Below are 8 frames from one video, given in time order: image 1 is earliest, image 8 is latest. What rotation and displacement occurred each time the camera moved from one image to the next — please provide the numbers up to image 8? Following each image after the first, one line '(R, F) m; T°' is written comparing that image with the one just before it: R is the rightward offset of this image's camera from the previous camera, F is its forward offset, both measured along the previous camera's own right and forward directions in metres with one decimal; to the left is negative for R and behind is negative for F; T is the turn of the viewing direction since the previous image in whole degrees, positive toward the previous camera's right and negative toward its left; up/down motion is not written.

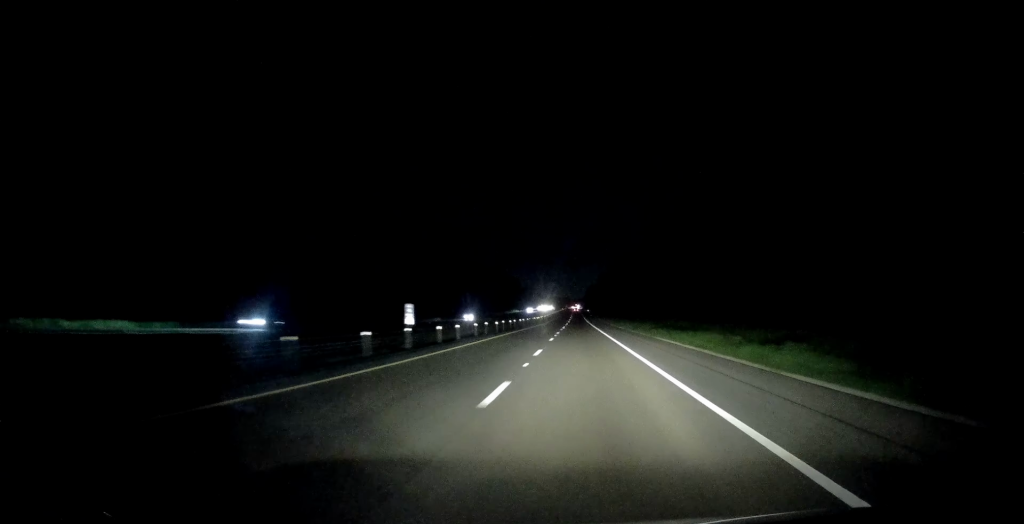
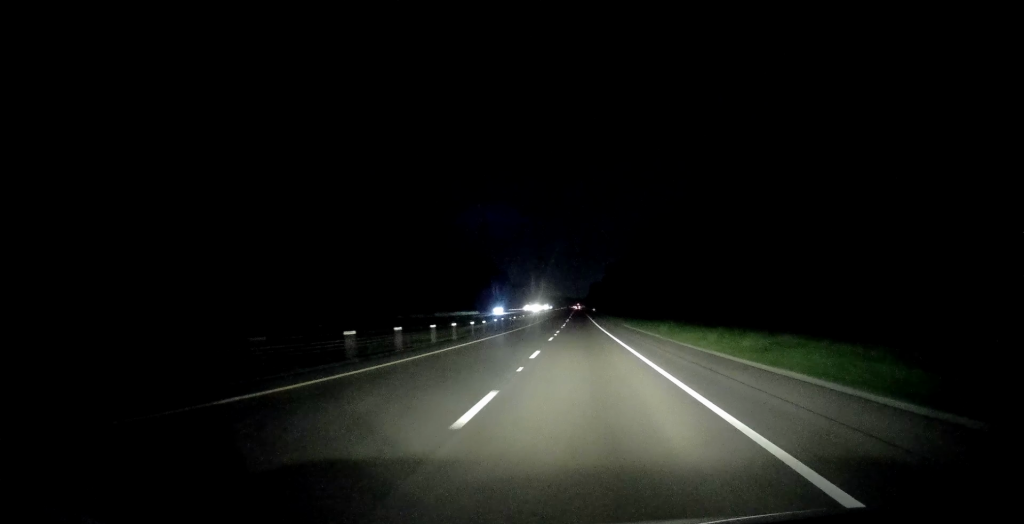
(-0.6, +74.0) m; 0°
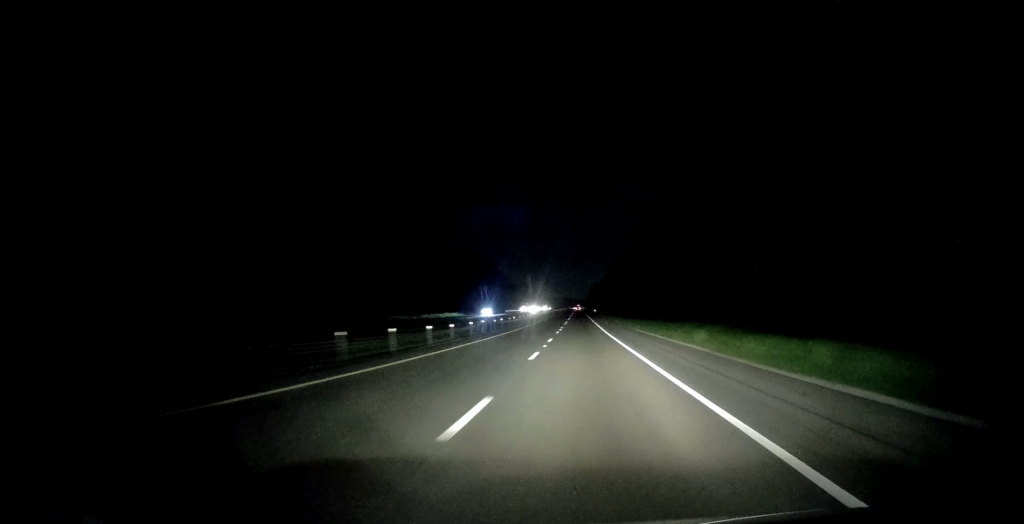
(+0.1, +12.9) m; 0°
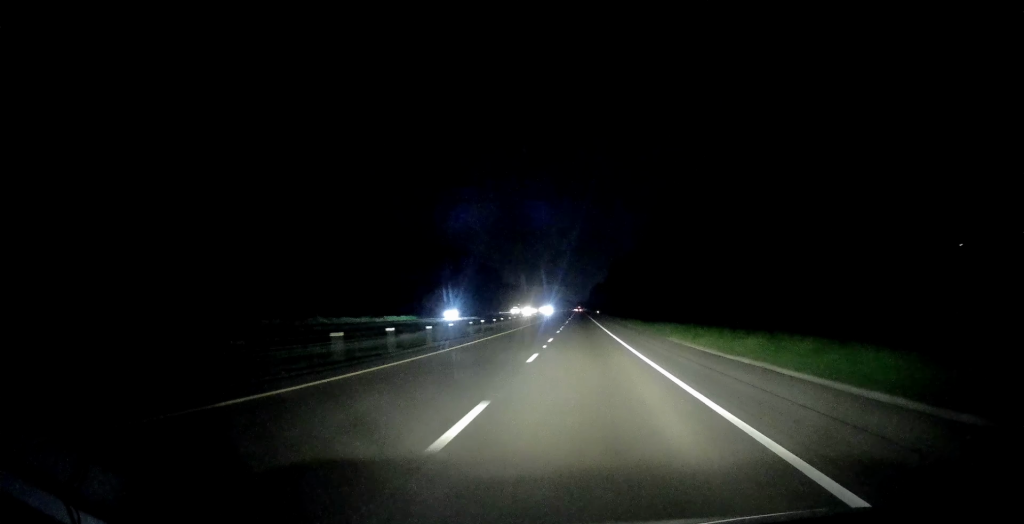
(+0.5, +24.8) m; 0°
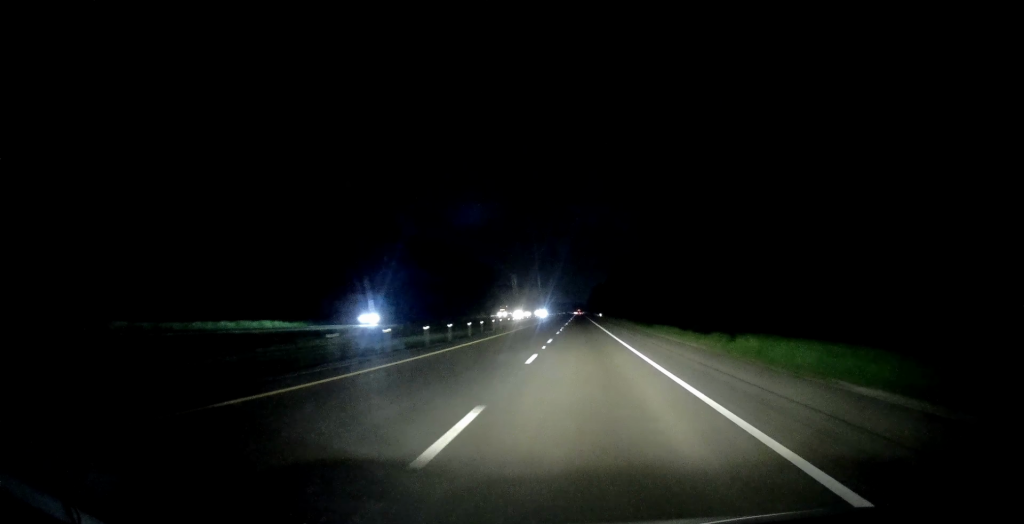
(-0.5, +24.8) m; 0°
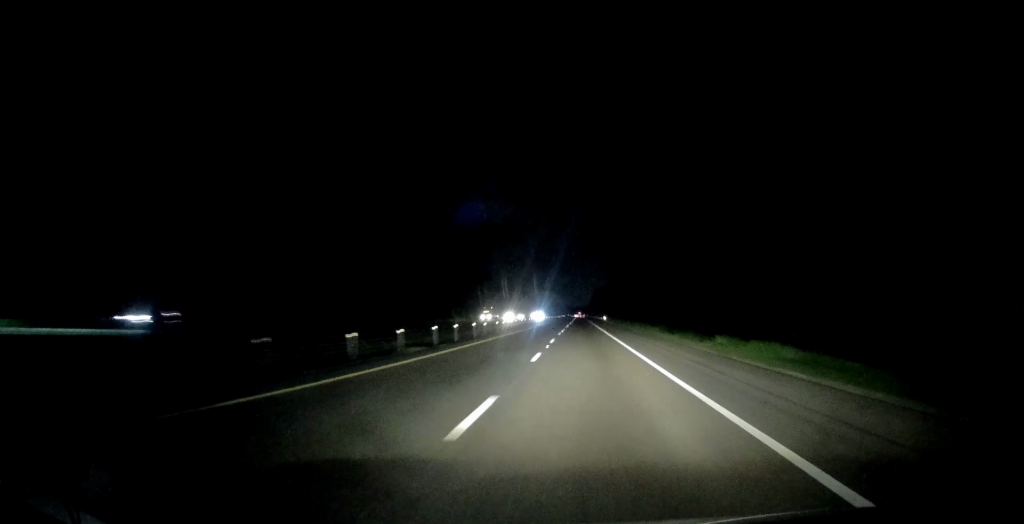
(+0.2, +22.6) m; 0°
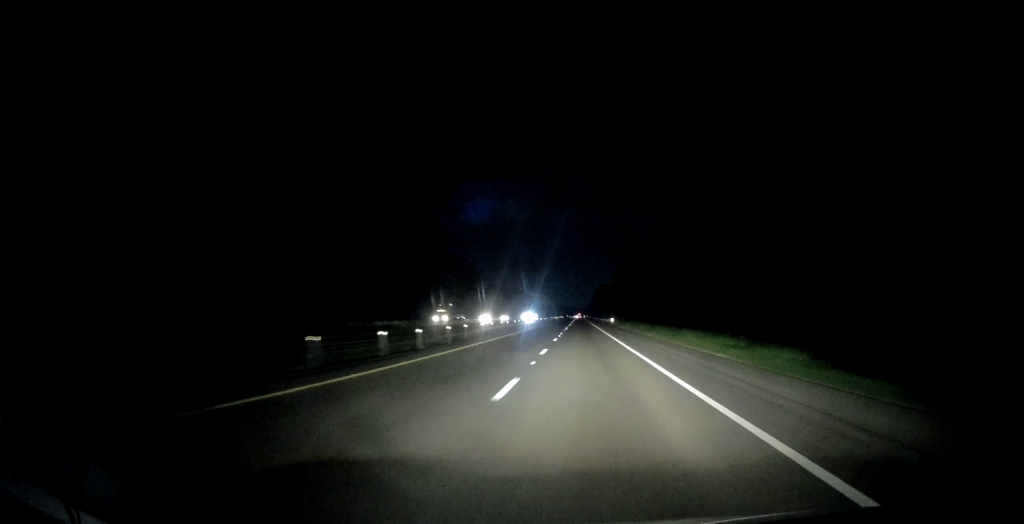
(-0.1, +34.5) m; -1°
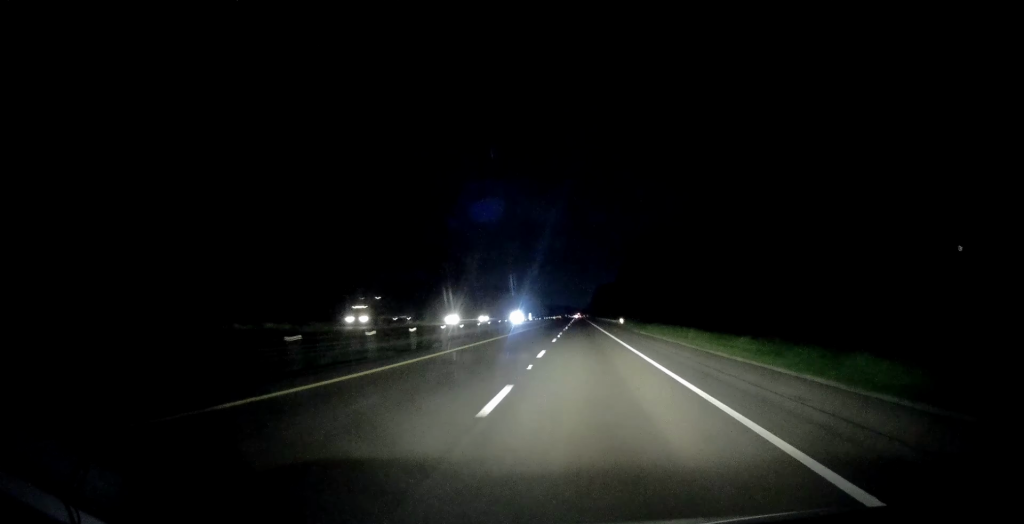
(-0.3, +25.8) m; 0°
